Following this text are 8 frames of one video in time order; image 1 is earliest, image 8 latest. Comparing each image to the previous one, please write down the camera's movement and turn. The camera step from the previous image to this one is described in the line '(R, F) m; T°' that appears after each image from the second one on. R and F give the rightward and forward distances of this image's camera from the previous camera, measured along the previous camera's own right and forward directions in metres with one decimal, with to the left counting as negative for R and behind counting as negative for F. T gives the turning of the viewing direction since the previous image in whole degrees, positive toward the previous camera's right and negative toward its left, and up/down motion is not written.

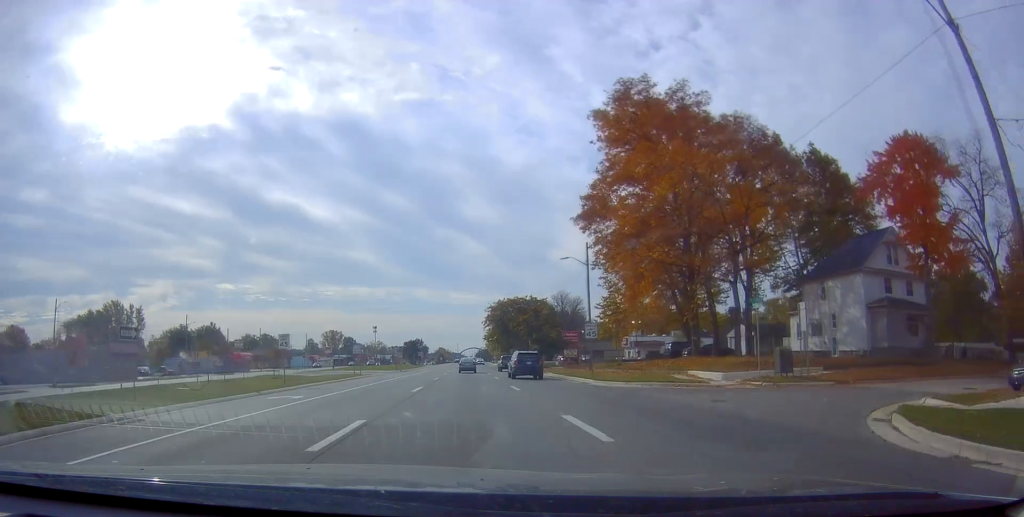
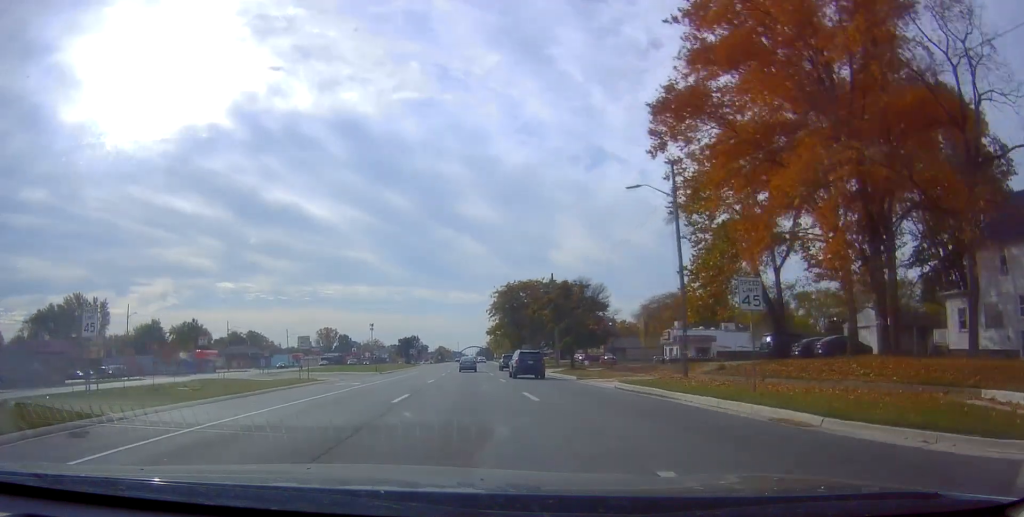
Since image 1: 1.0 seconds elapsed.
(+0.3, +20.8) m; -1°
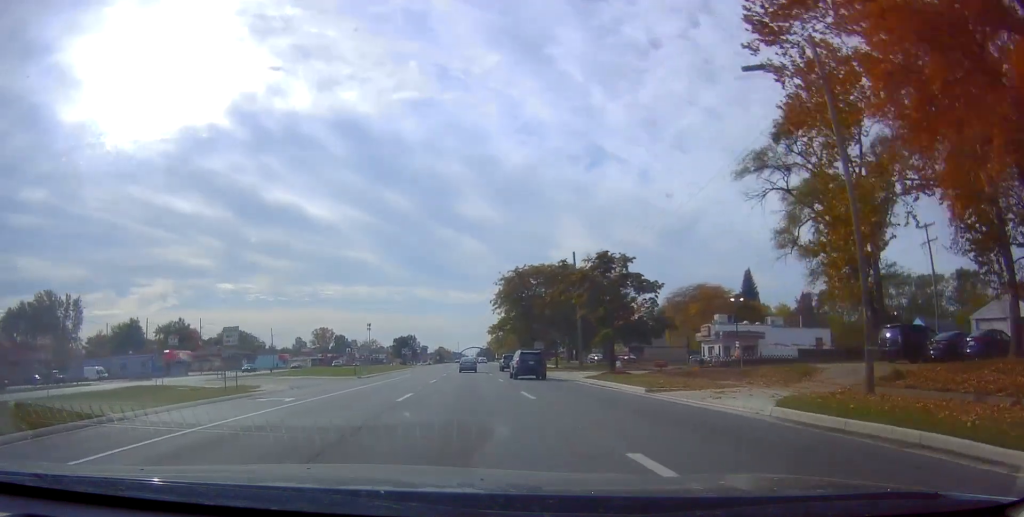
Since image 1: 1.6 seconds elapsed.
(-0.5, +13.6) m; 0°
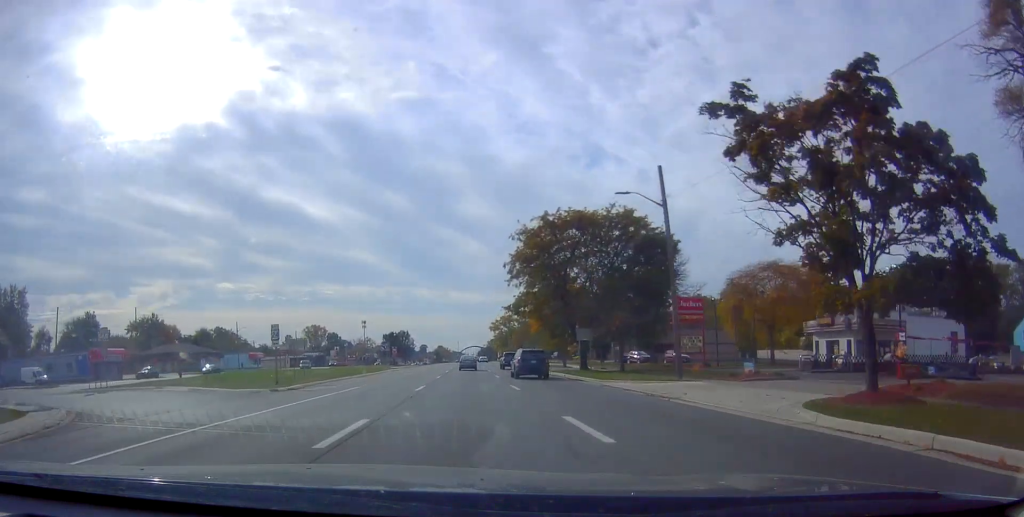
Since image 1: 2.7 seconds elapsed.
(+0.5, +24.3) m; +1°
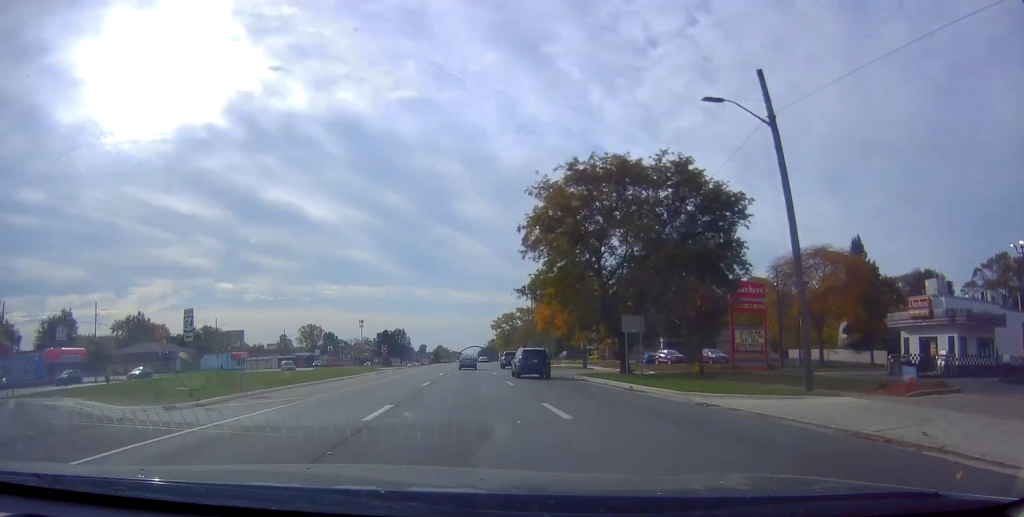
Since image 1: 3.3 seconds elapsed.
(-0.1, +11.5) m; 0°
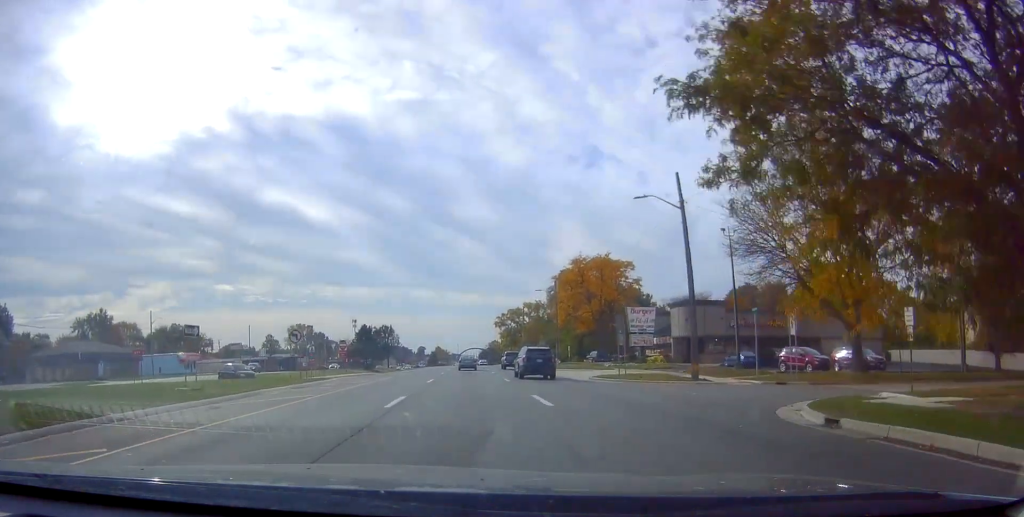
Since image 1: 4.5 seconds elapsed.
(0.0, +27.1) m; -1°
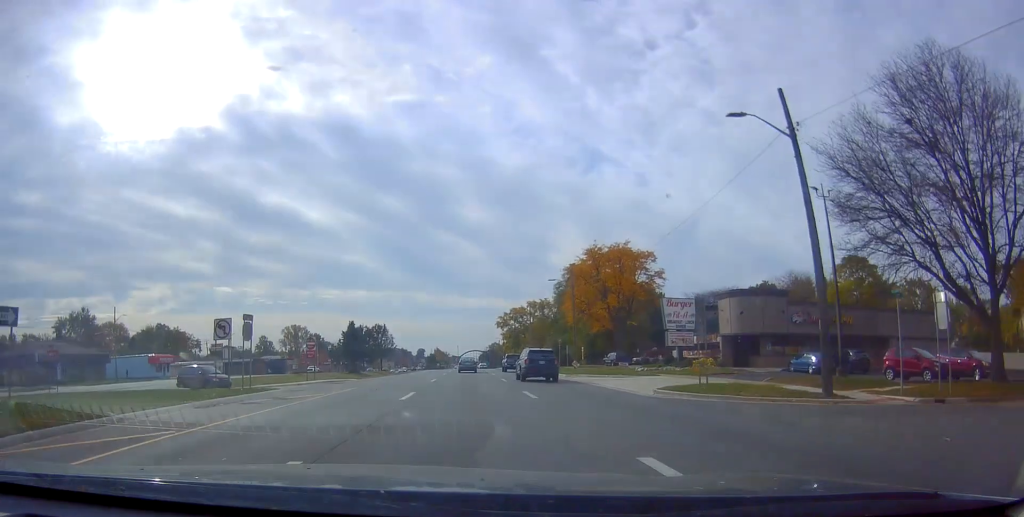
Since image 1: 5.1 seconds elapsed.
(0.0, +11.4) m; 0°
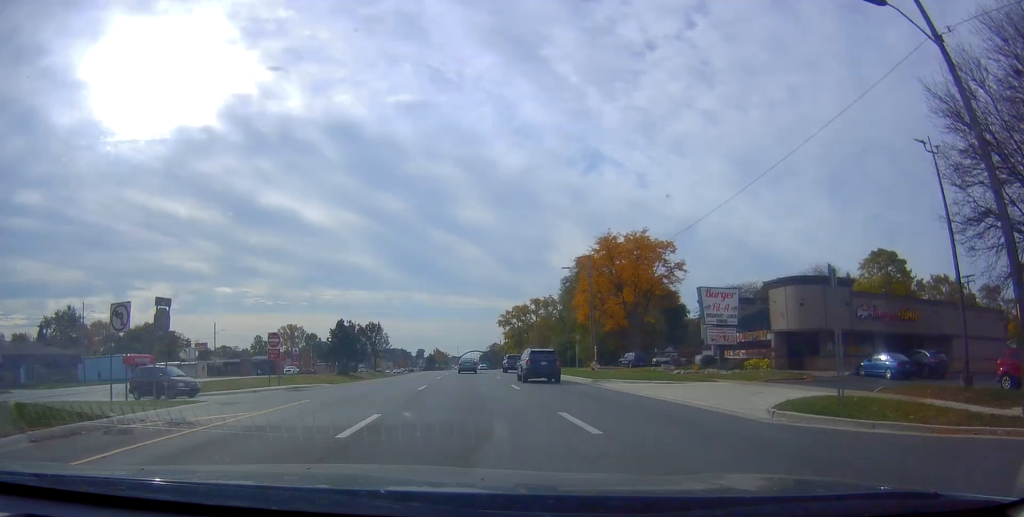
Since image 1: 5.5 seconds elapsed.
(-0.3, +8.5) m; 0°
